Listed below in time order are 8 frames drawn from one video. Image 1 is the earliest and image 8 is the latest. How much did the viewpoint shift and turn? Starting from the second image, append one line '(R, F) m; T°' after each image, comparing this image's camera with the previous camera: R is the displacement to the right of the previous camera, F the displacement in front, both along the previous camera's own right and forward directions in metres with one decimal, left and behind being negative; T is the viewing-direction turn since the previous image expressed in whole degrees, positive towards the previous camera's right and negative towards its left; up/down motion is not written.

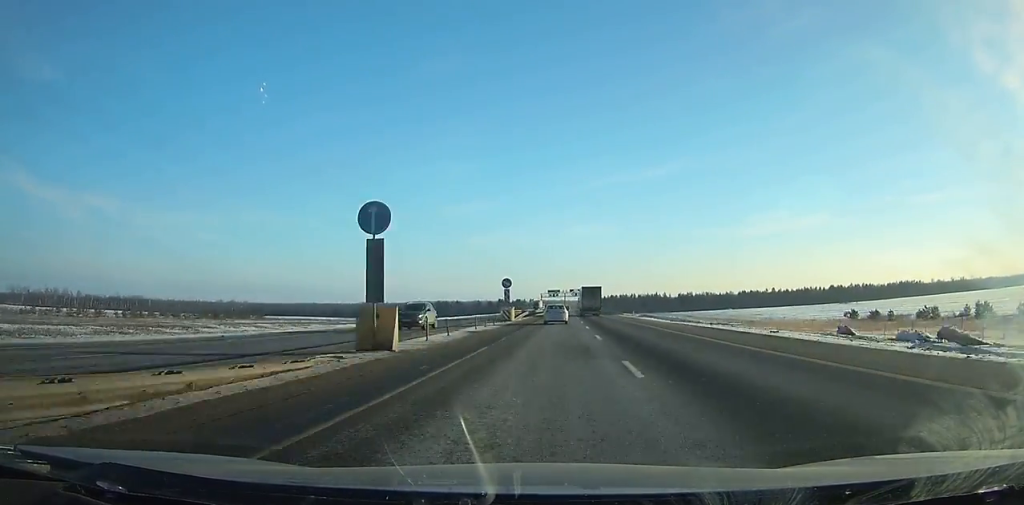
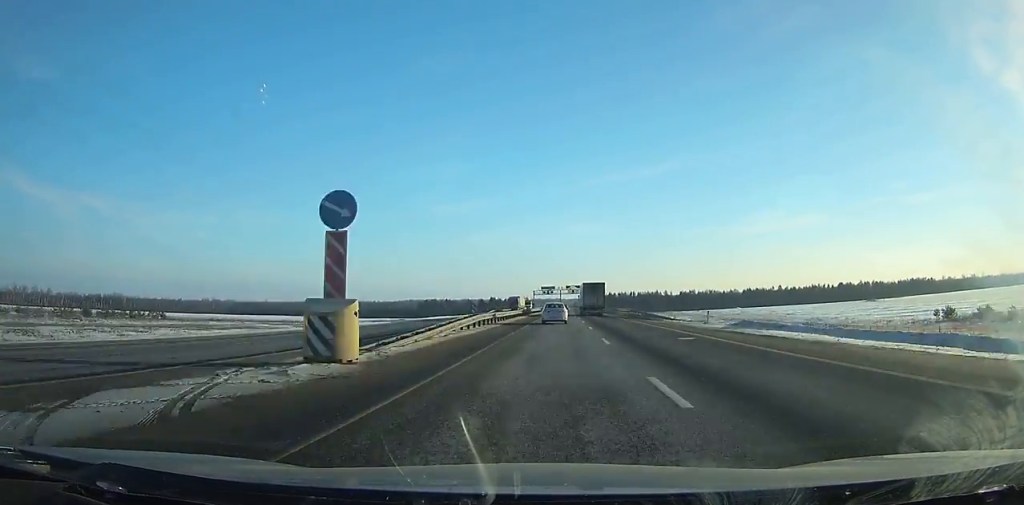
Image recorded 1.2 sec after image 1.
(+0.2, +38.9) m; 0°
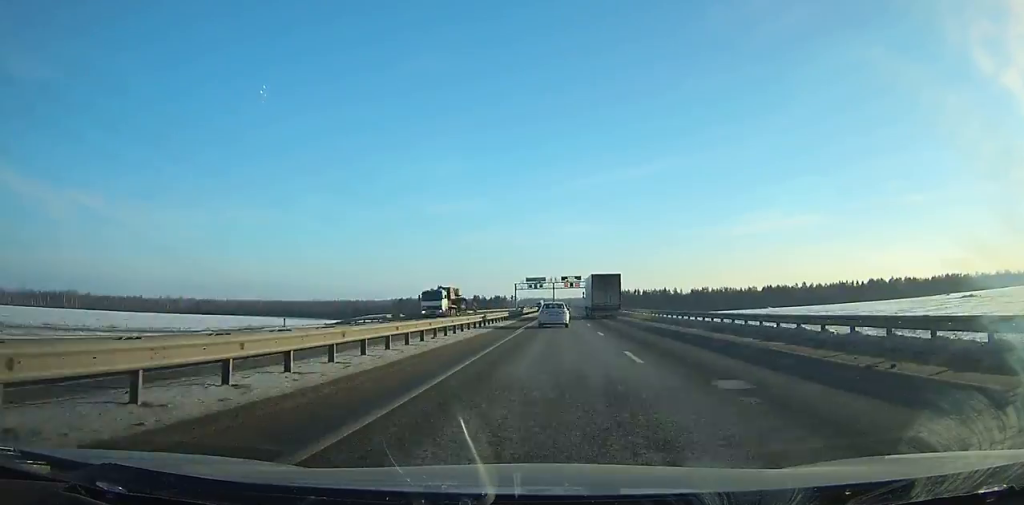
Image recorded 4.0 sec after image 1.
(+0.6, +89.3) m; +1°
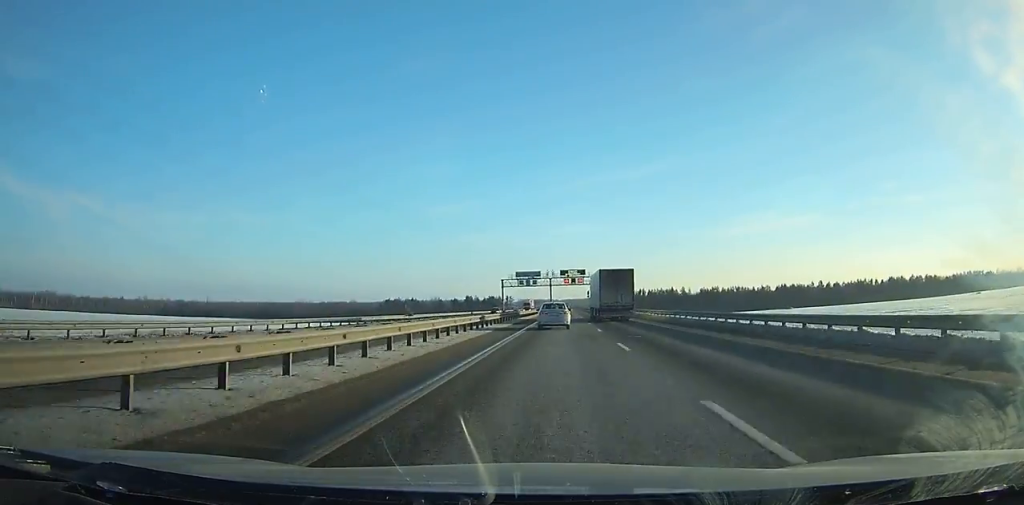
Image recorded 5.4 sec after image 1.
(+0.1, +44.1) m; 0°
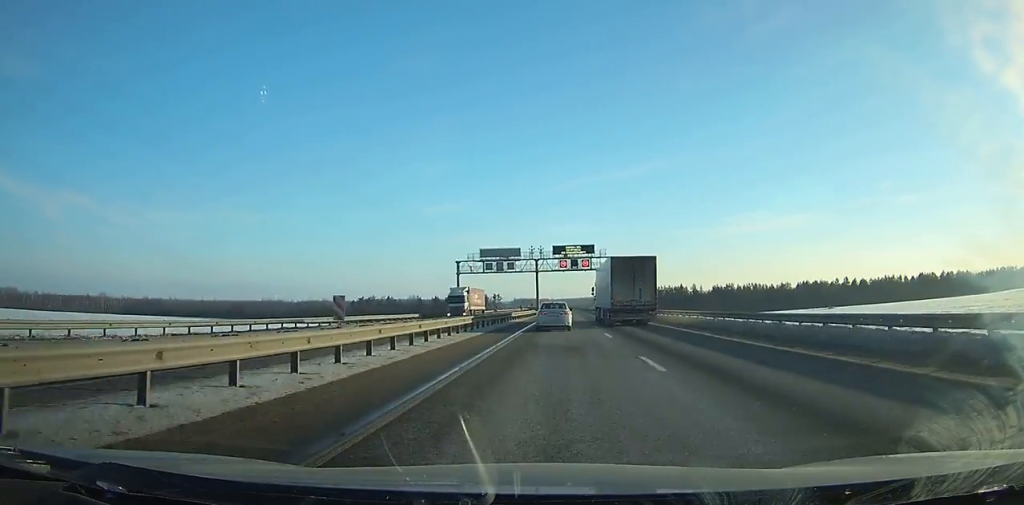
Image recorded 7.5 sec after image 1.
(+0.2, +65.7) m; 0°
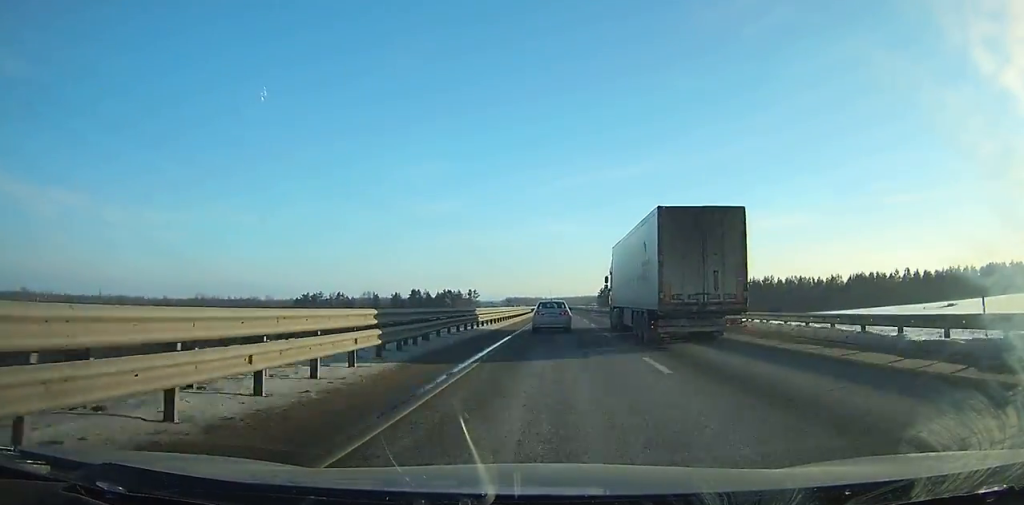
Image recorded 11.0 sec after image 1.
(+0.6, +108.7) m; 0°
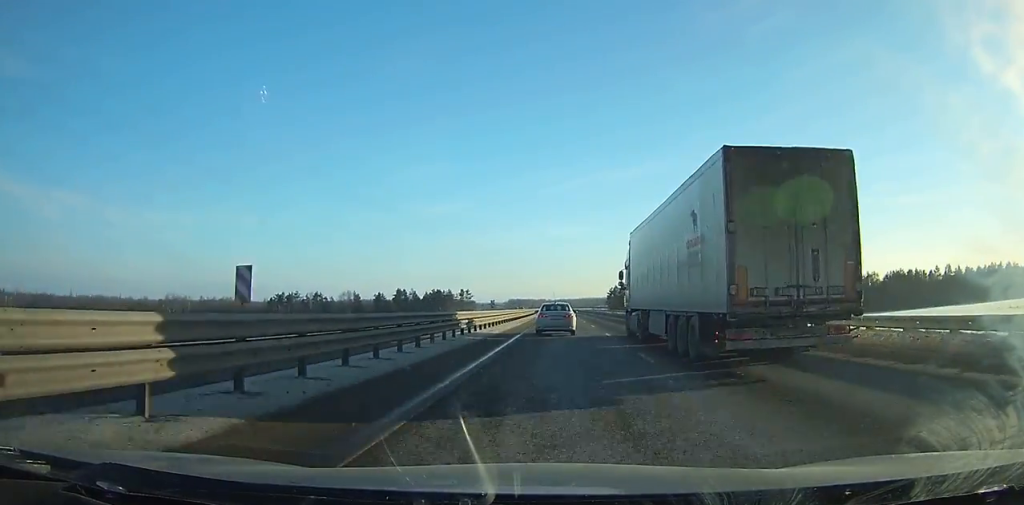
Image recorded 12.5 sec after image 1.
(-0.1, +46.6) m; 0°
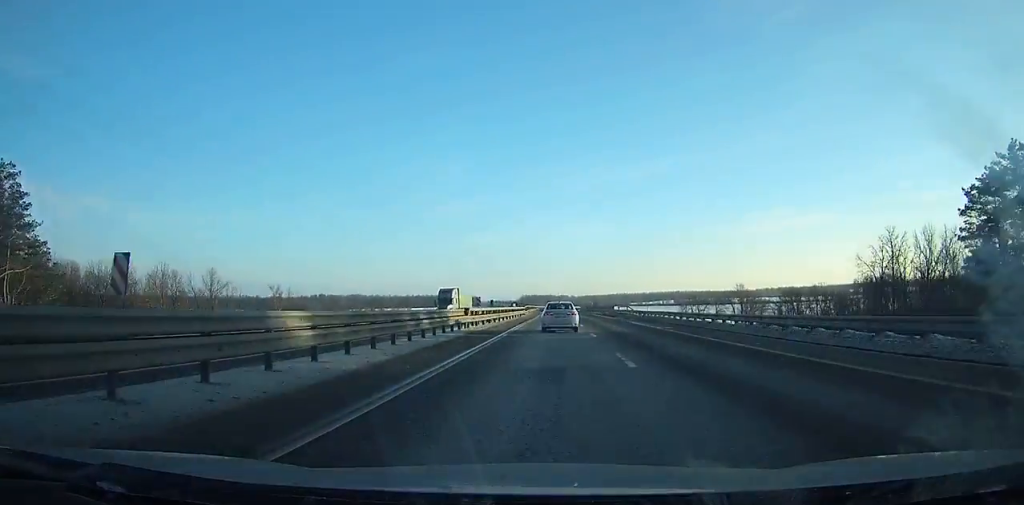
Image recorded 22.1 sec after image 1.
(-5.8, +300.8) m; -3°
